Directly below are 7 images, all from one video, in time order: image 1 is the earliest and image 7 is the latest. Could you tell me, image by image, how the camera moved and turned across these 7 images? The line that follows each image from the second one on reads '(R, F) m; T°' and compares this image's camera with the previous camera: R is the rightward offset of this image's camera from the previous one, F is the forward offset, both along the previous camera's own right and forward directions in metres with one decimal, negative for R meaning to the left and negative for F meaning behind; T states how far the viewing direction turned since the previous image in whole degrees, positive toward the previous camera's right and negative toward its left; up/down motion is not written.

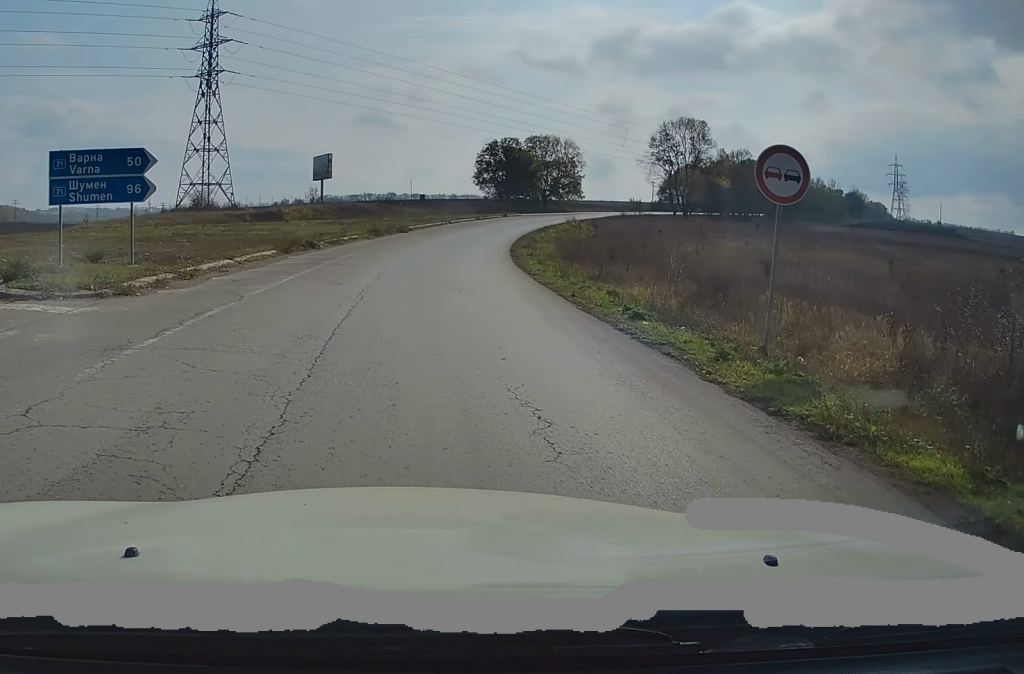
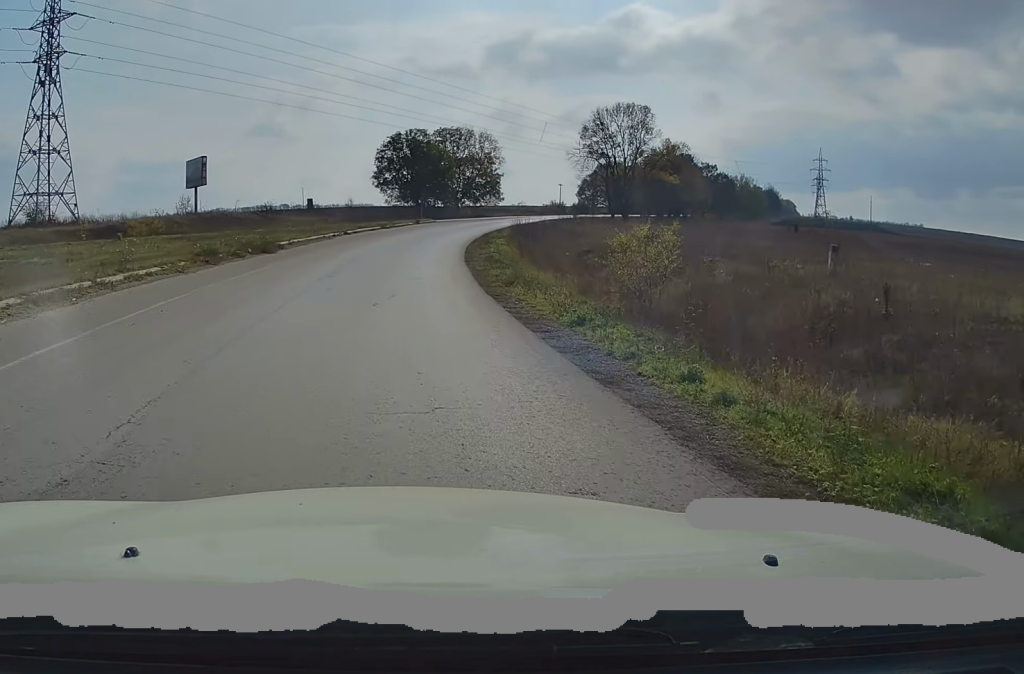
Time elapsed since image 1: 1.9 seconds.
(+0.8, +20.3) m; +4°
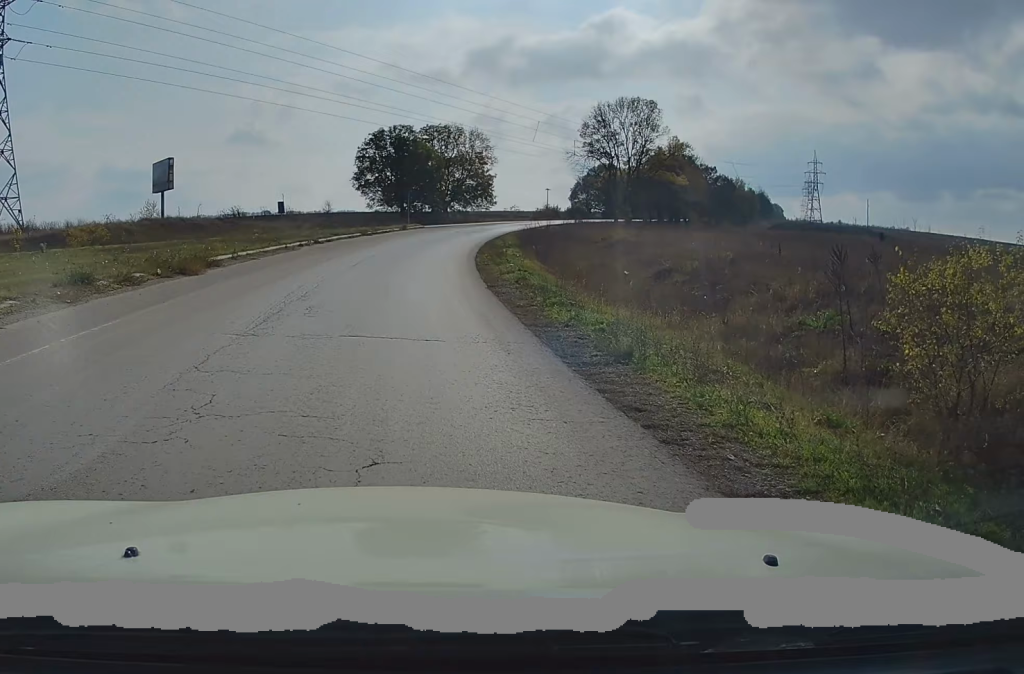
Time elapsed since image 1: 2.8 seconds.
(+0.1, +9.3) m; +1°
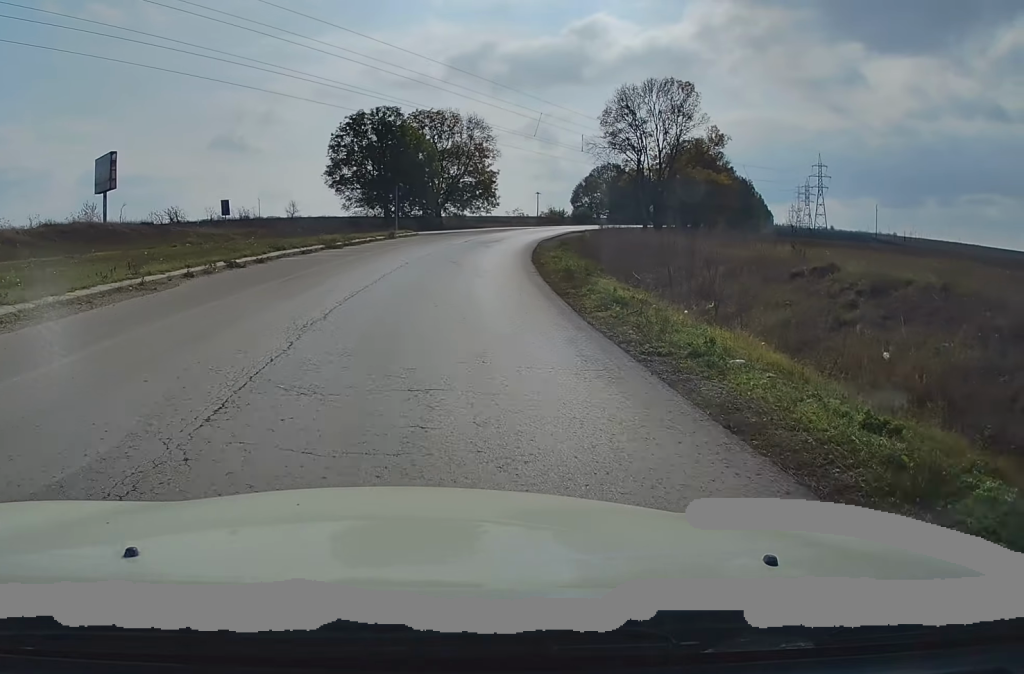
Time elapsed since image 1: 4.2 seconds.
(+0.3, +16.7) m; +3°
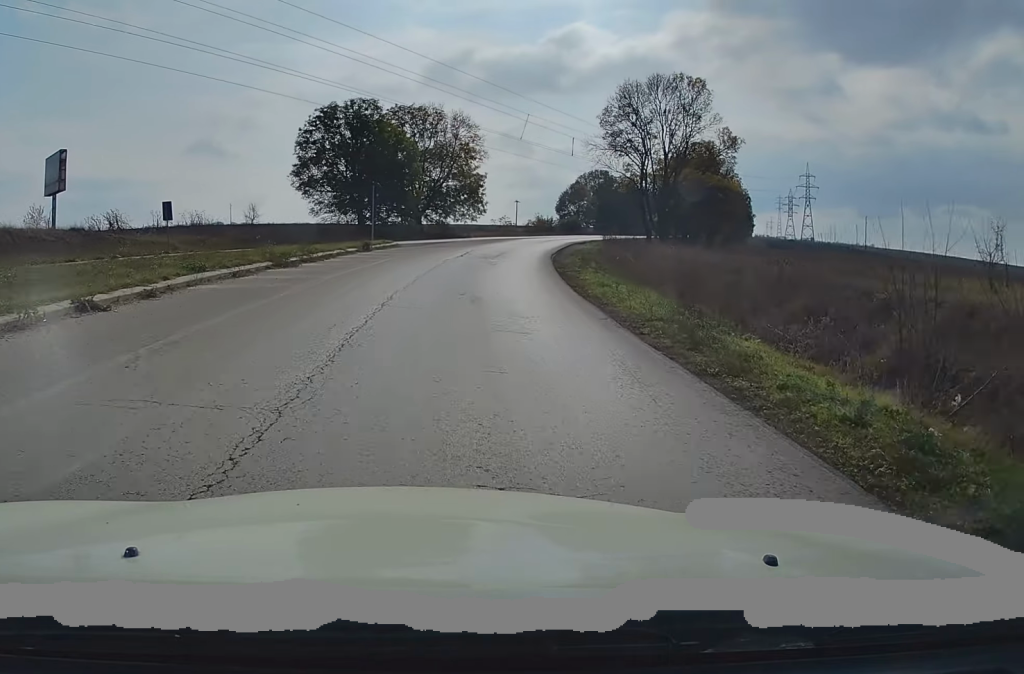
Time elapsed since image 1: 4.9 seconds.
(+0.2, +8.2) m; +3°
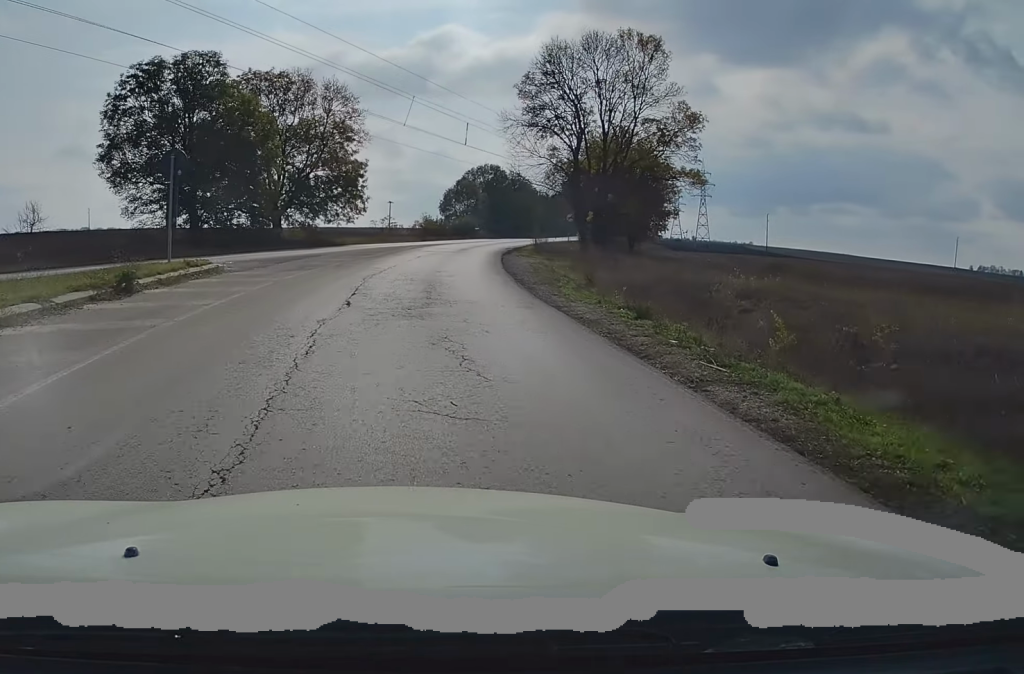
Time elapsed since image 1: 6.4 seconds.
(+0.9, +17.8) m; +7°
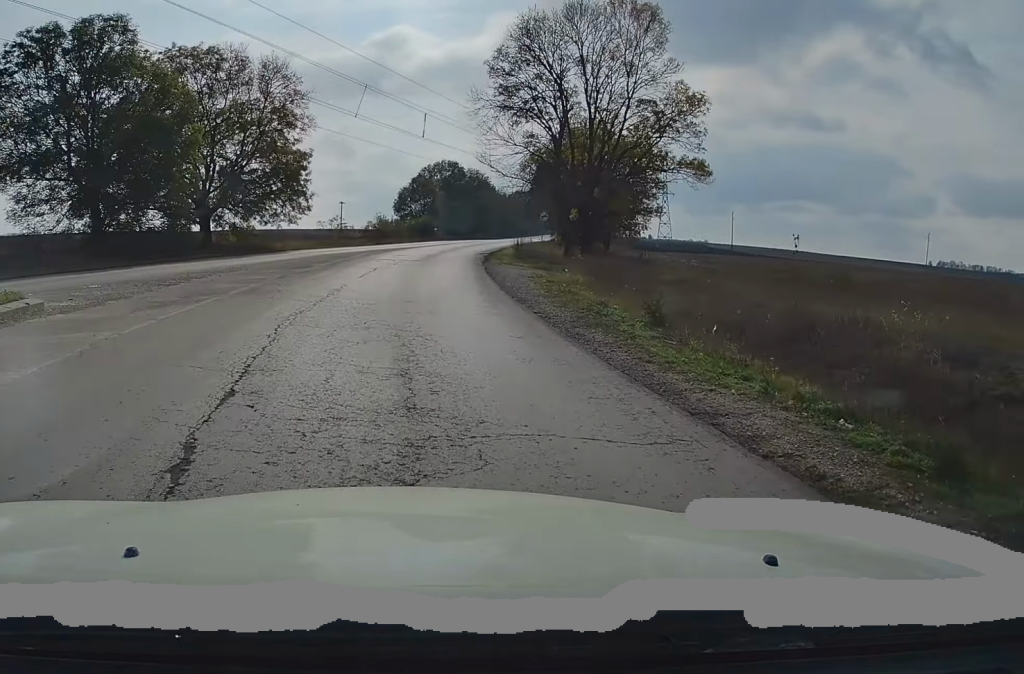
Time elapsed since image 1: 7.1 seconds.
(+0.3, +8.5) m; +3°
